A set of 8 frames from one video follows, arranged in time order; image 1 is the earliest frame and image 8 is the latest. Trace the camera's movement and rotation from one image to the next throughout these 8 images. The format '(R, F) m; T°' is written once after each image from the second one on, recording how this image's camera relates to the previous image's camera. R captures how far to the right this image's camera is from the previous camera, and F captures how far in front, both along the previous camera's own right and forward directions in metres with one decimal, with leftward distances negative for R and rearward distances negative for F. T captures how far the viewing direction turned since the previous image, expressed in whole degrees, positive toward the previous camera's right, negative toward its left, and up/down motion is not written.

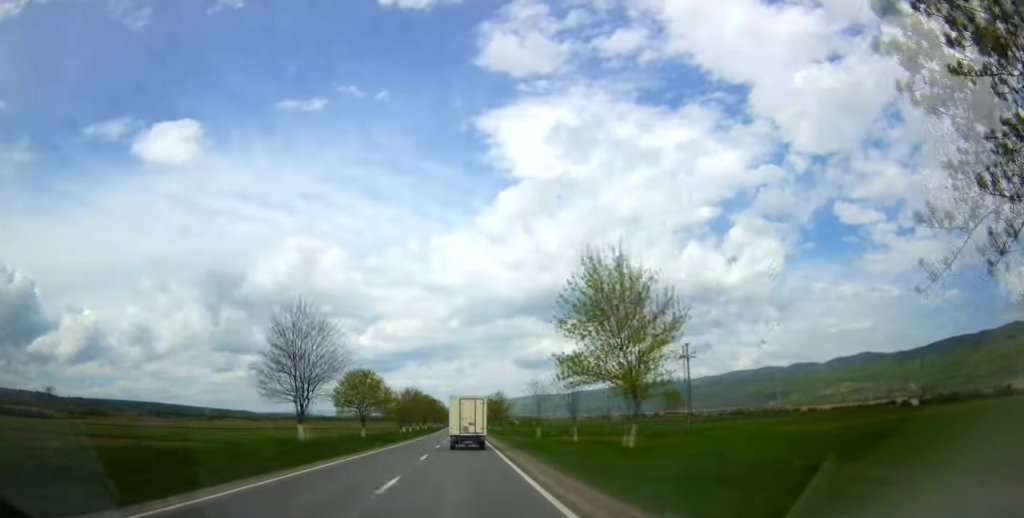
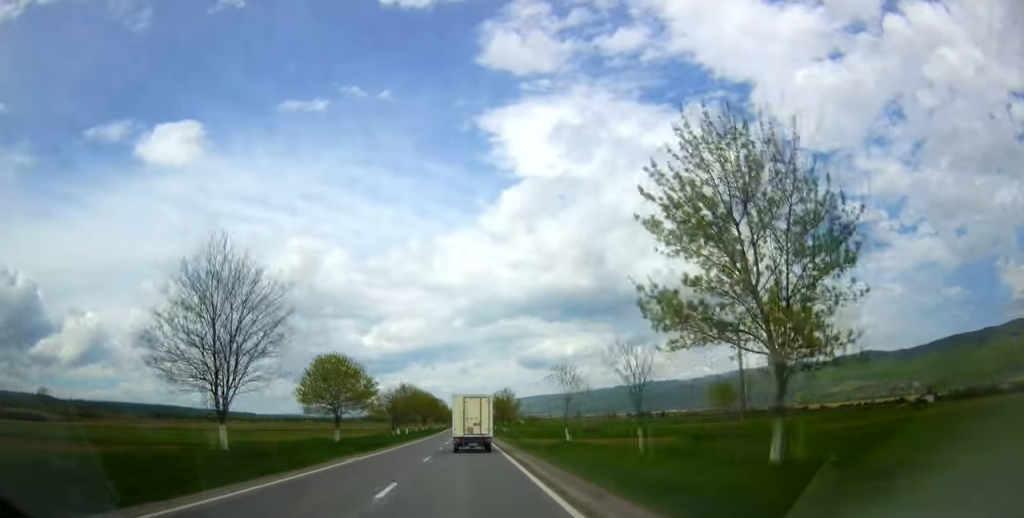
(0.0, +12.8) m; 0°
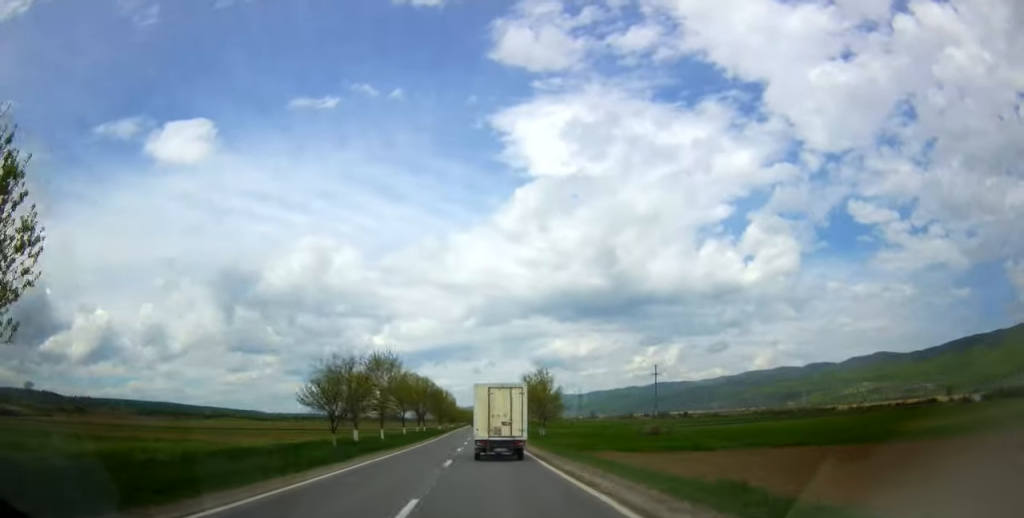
(-0.4, +38.1) m; -1°
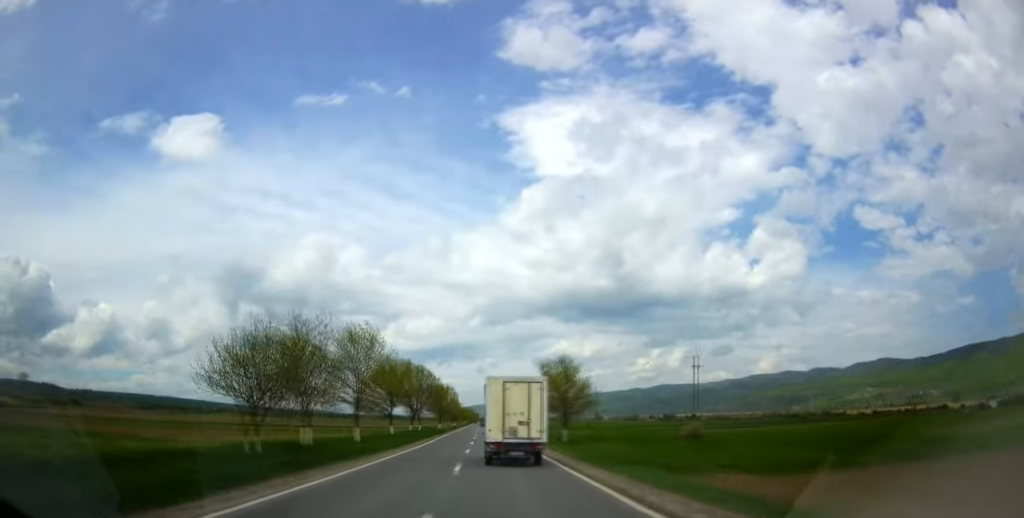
(-0.1, +14.5) m; -1°
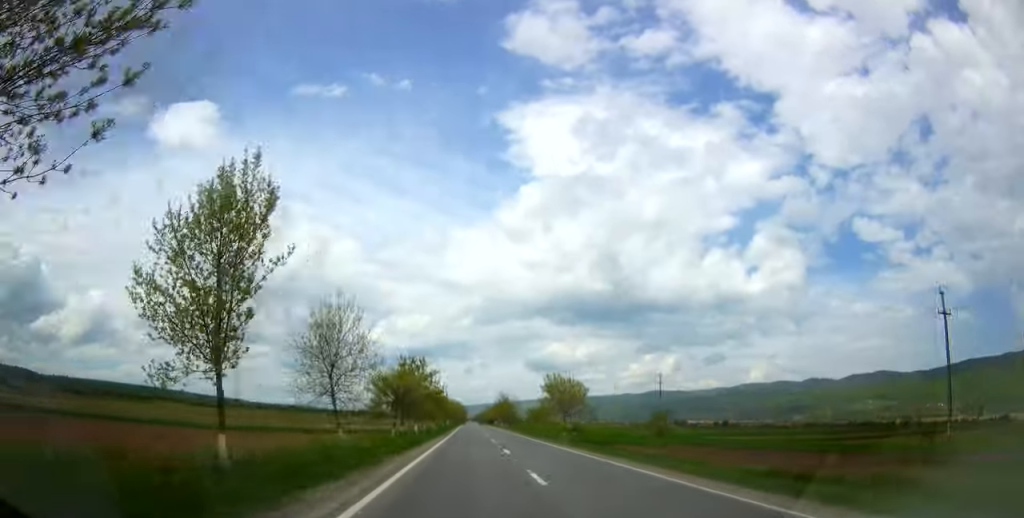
(-0.7, +112.2) m; 0°
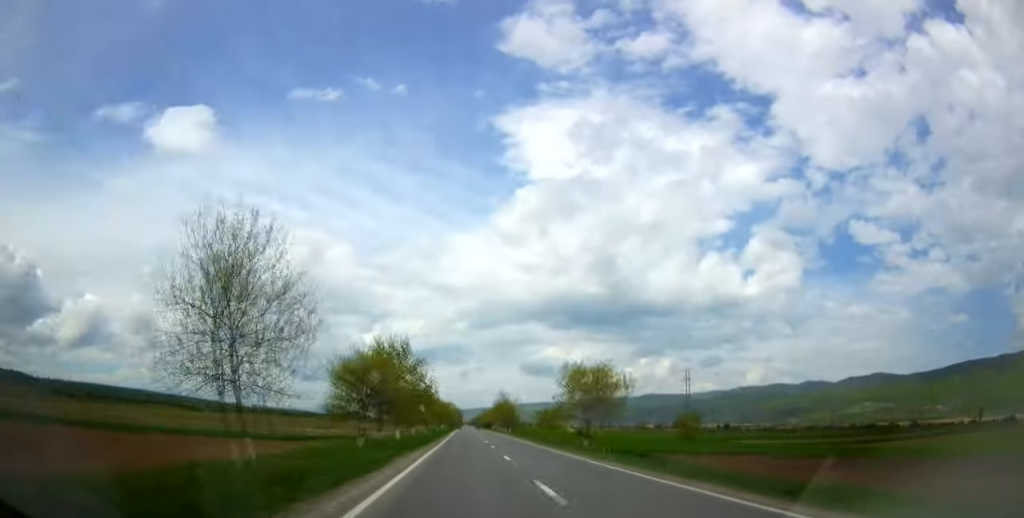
(-0.2, +14.1) m; 0°
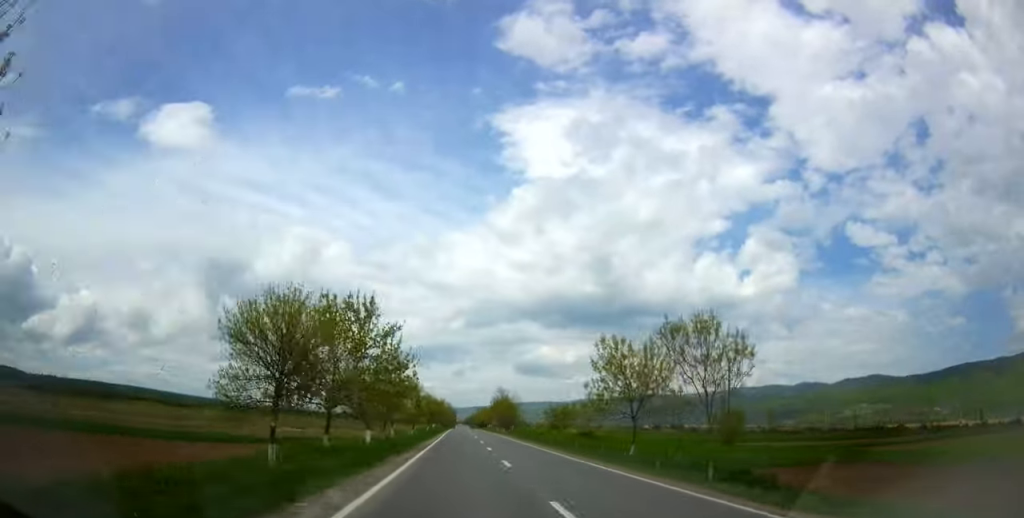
(+0.3, +15.5) m; +1°
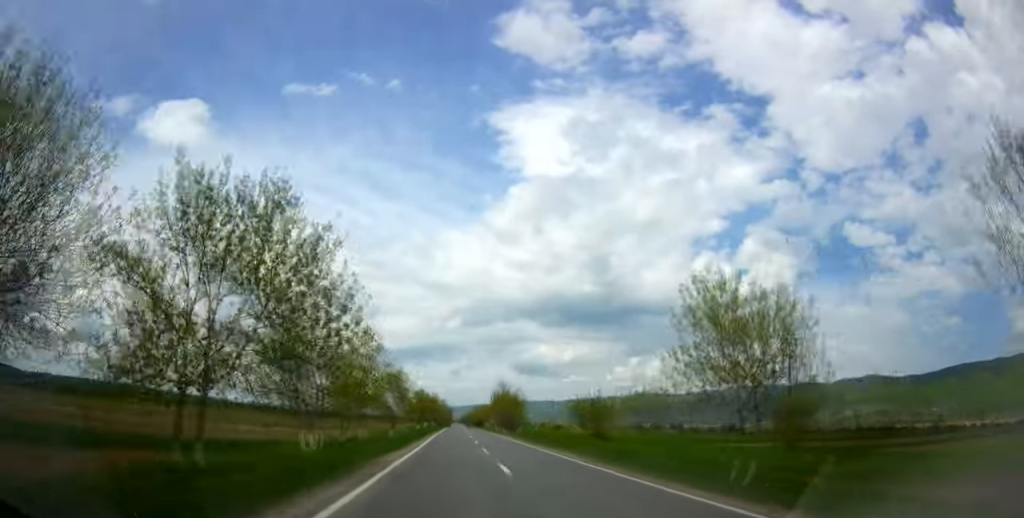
(+0.2, +15.5) m; +1°
